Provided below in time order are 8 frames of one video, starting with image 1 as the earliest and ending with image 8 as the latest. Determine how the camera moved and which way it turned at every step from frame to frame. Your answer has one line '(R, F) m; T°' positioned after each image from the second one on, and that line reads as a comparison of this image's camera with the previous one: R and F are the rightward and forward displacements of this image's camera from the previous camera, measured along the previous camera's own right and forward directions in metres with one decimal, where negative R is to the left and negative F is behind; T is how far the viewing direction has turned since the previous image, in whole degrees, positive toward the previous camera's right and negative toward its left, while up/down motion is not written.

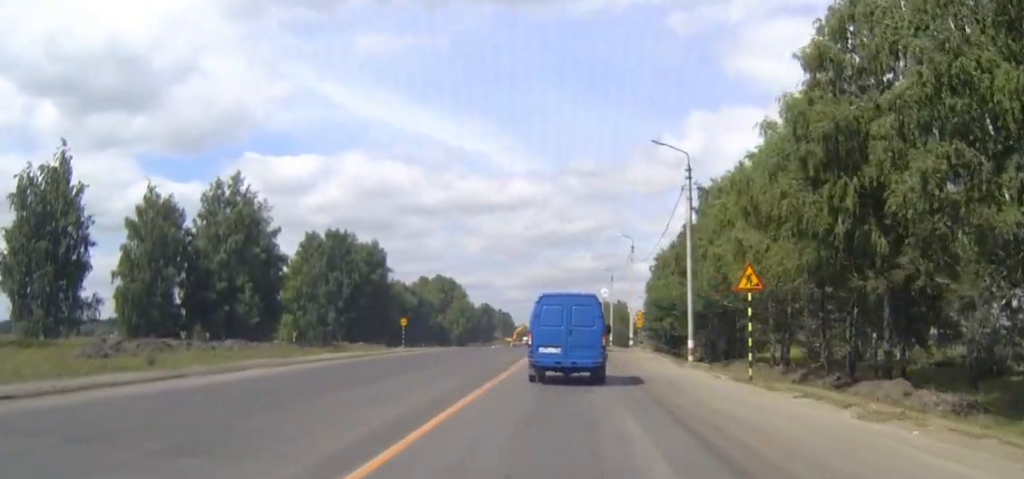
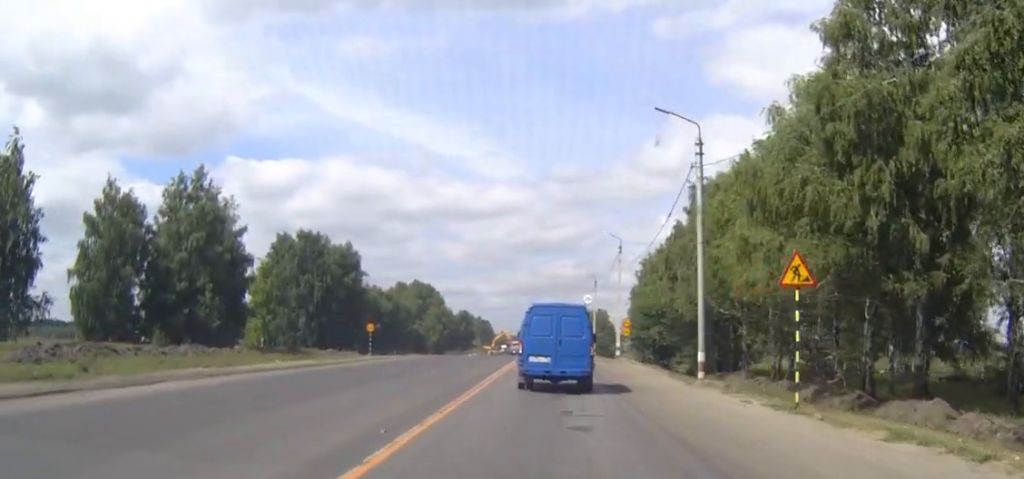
(+0.1, +6.0) m; +1°
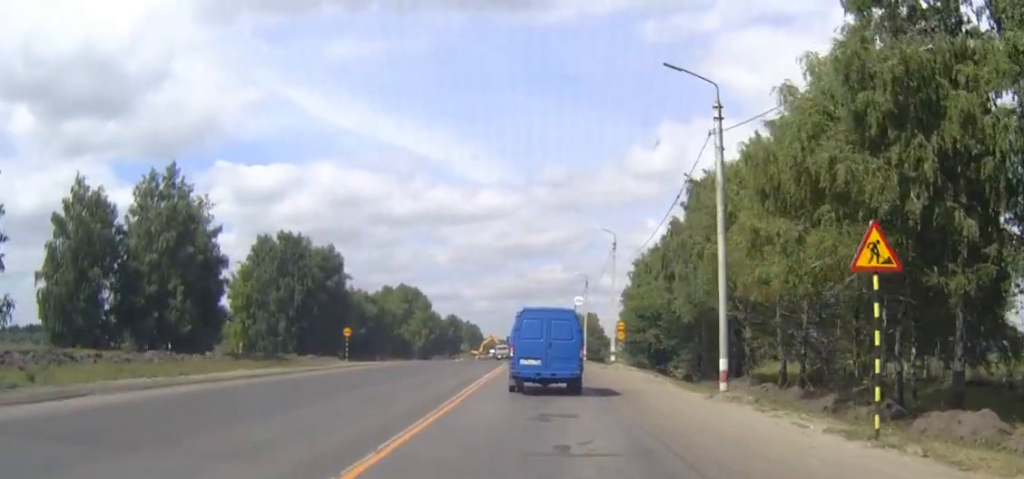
(0.0, +4.8) m; 0°
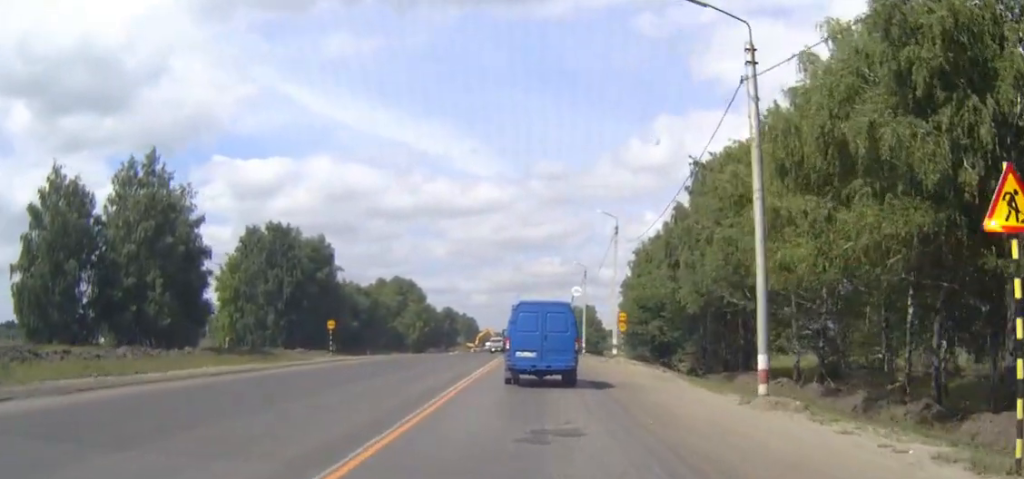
(0.0, +4.1) m; 0°
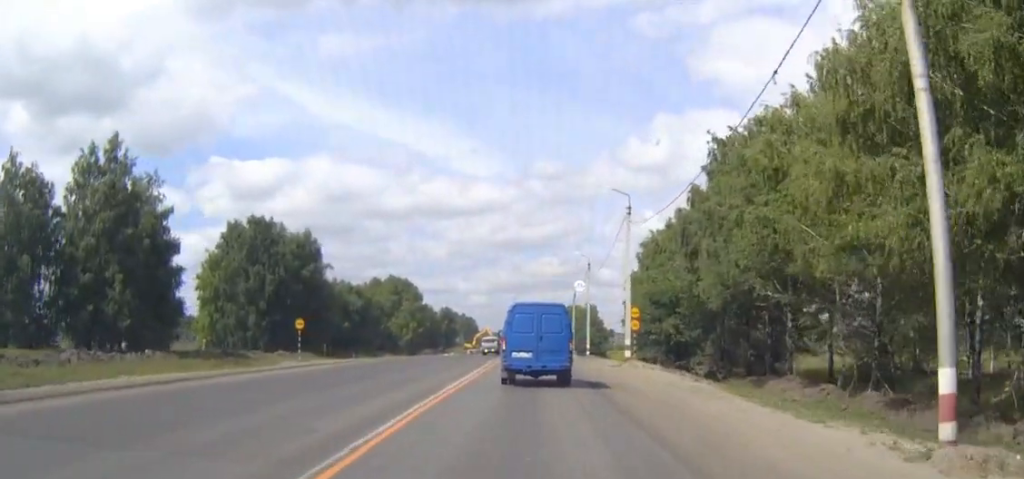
(0.0, +8.0) m; 0°
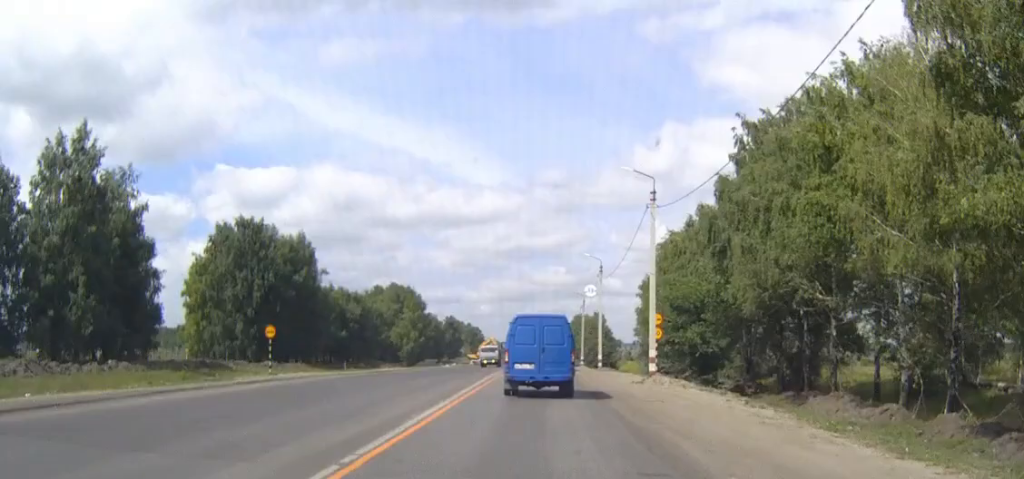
(0.0, +7.2) m; 0°
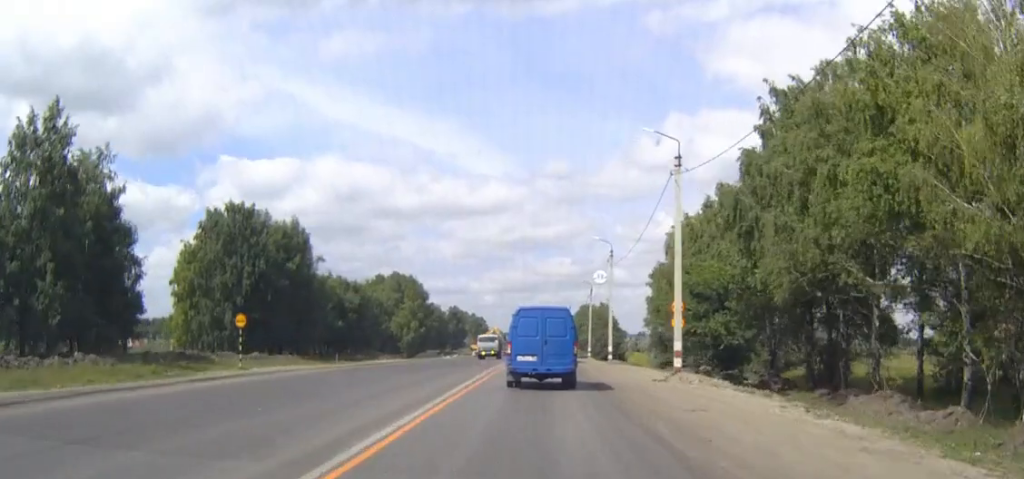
(0.0, +5.5) m; 0°
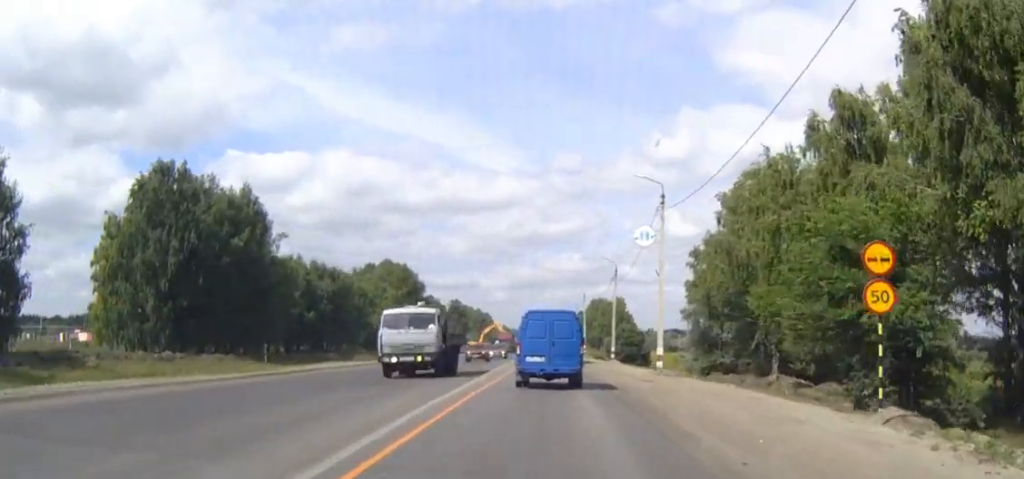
(0.0, +24.0) m; 0°
